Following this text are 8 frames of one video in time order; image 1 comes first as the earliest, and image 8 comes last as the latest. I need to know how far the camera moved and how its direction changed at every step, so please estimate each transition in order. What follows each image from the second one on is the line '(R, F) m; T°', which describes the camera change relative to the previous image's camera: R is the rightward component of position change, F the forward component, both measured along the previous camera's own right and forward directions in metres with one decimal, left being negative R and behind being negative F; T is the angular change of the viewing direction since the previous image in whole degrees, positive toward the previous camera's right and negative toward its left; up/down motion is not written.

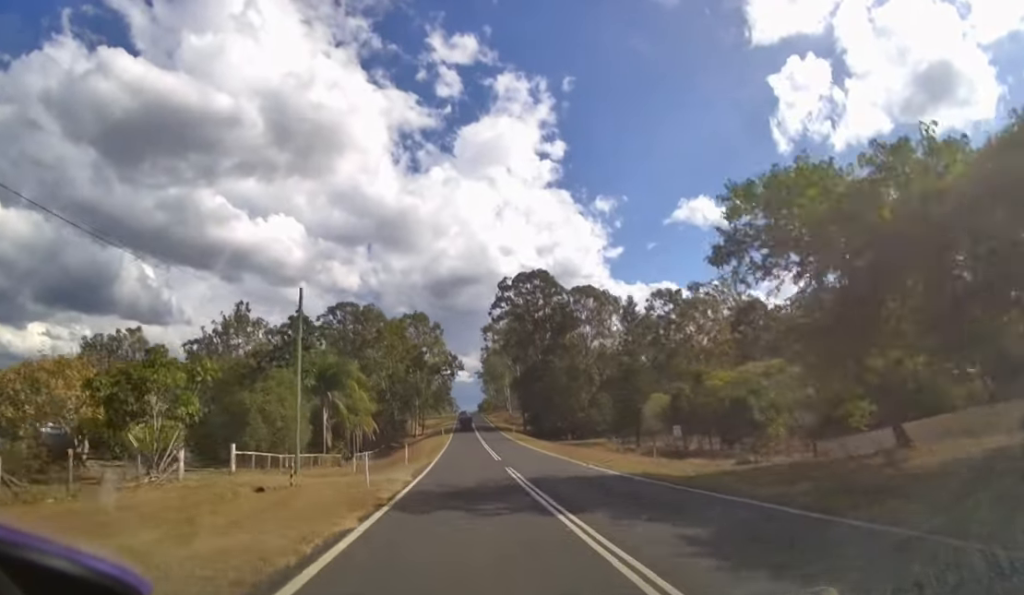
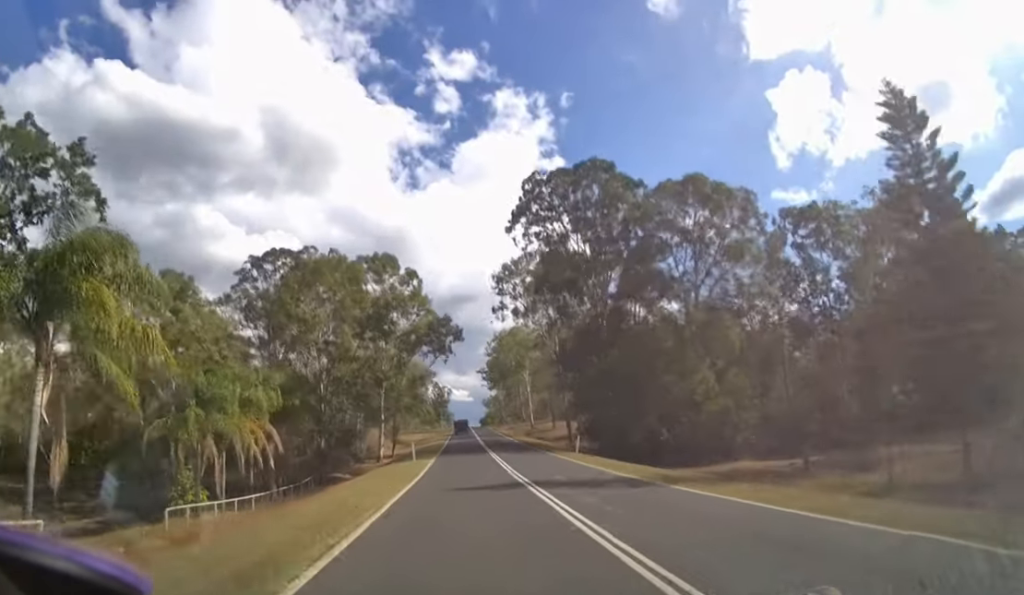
(0.0, +32.5) m; 0°
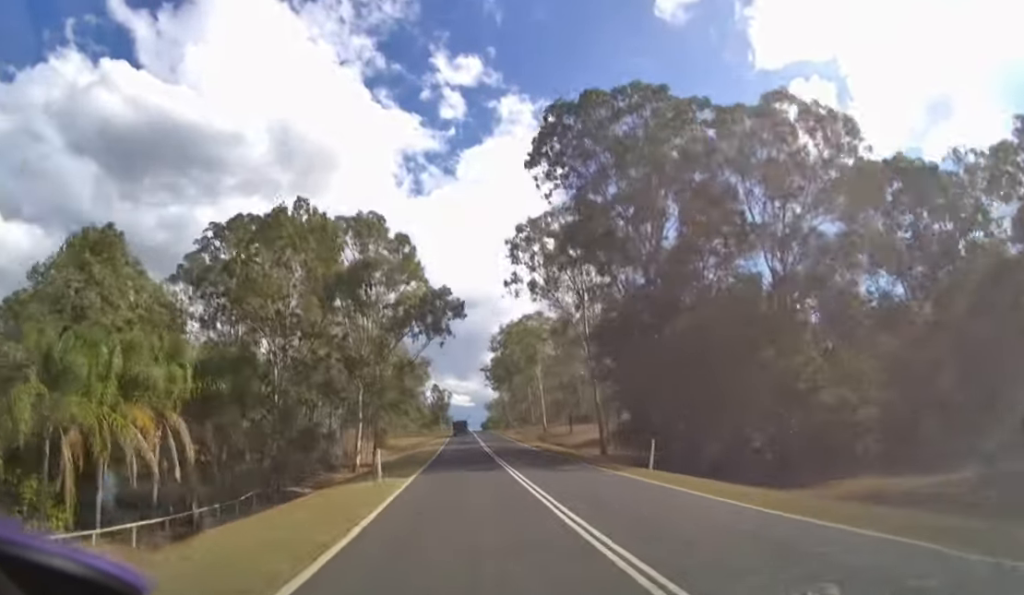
(0.0, +9.3) m; 0°
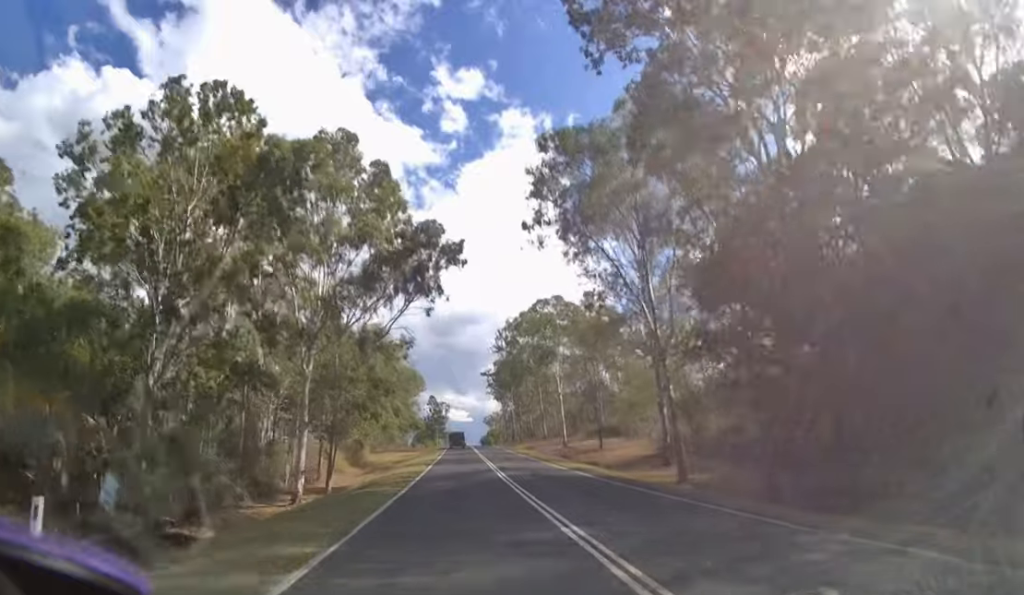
(0.0, +13.0) m; 0°
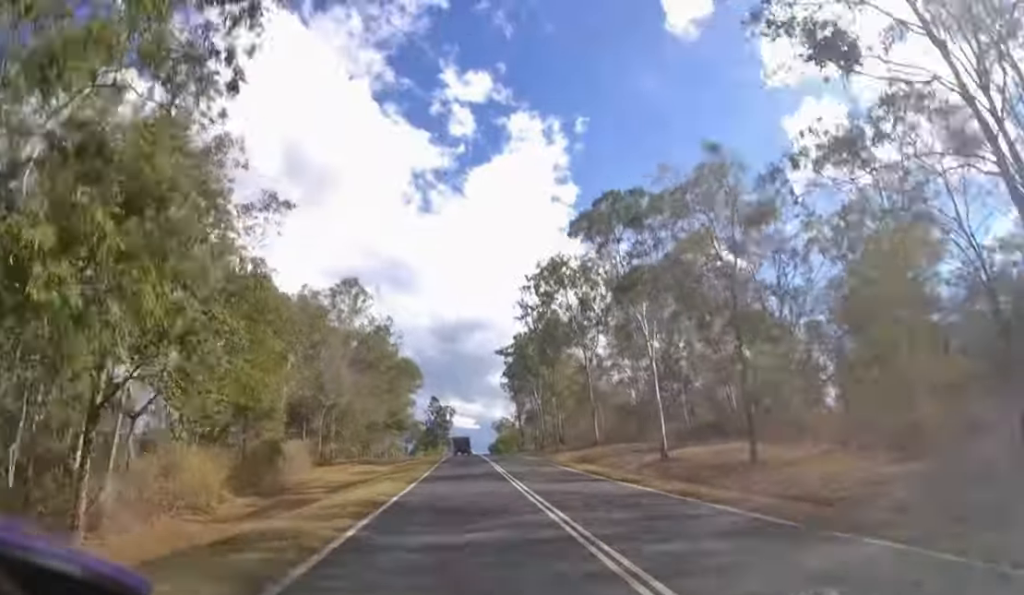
(0.0, +23.5) m; 0°
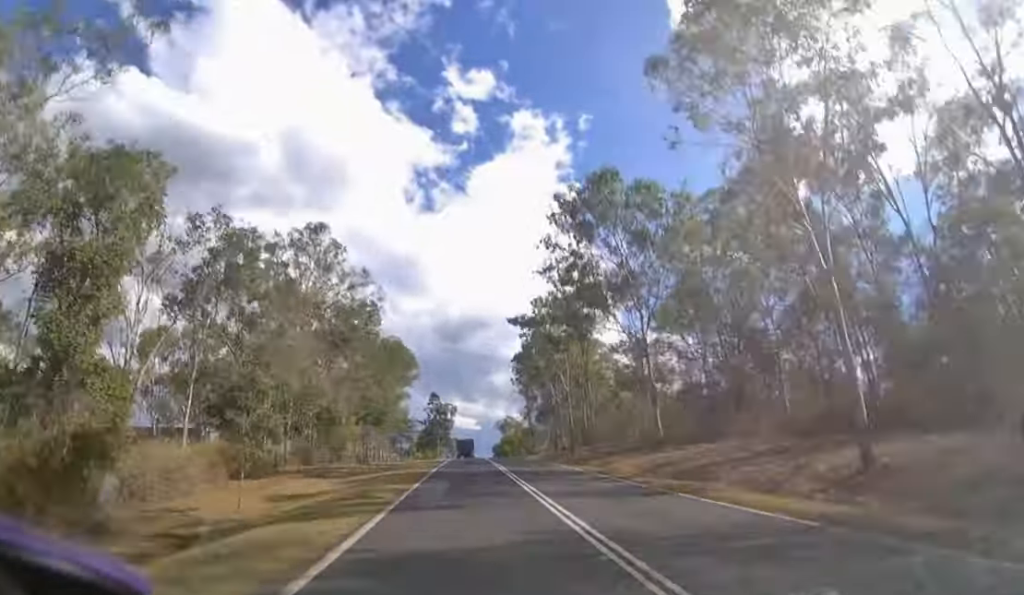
(0.0, +14.4) m; 0°
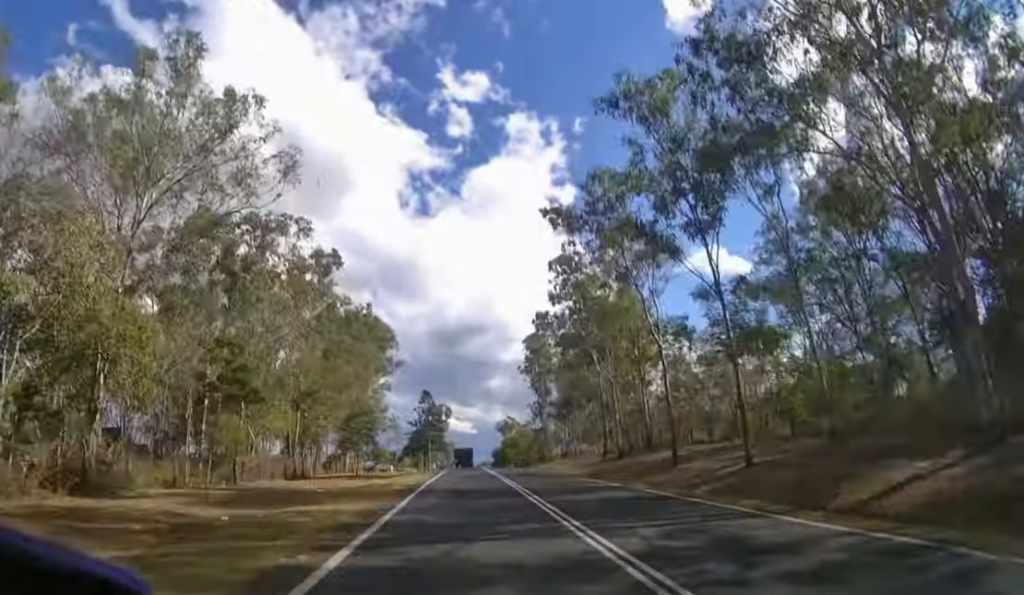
(0.0, +23.7) m; 0°
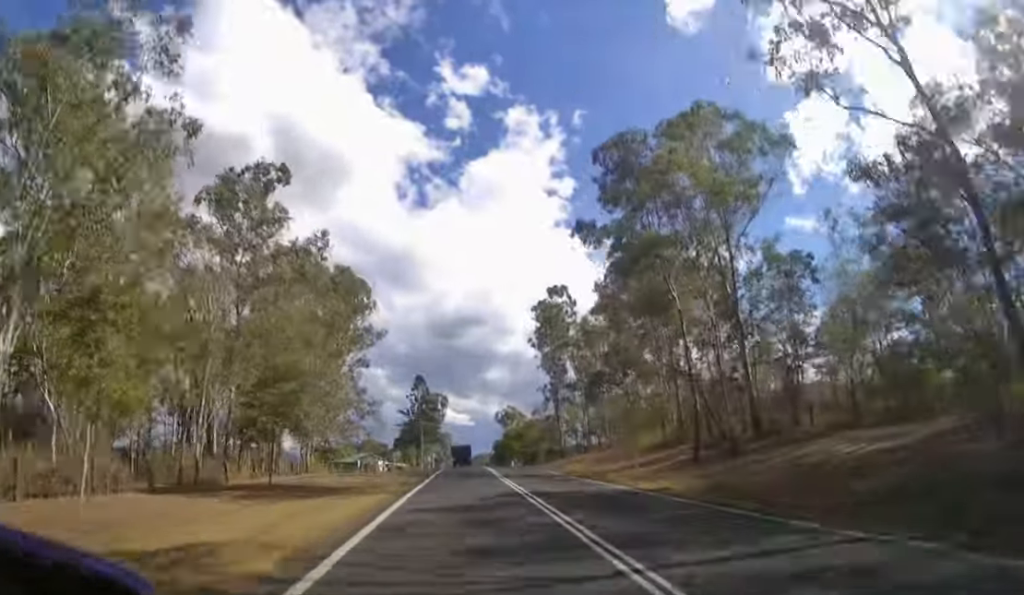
(0.0, +17.4) m; 0°
